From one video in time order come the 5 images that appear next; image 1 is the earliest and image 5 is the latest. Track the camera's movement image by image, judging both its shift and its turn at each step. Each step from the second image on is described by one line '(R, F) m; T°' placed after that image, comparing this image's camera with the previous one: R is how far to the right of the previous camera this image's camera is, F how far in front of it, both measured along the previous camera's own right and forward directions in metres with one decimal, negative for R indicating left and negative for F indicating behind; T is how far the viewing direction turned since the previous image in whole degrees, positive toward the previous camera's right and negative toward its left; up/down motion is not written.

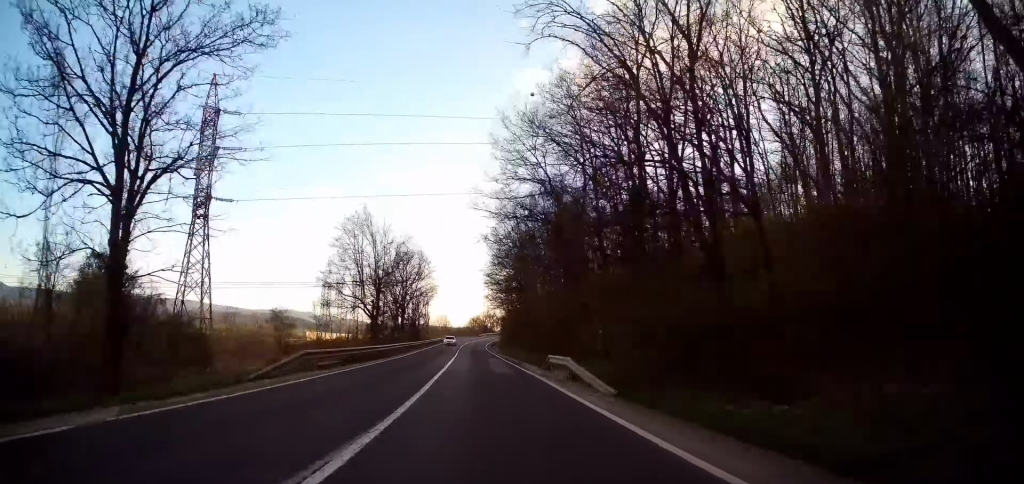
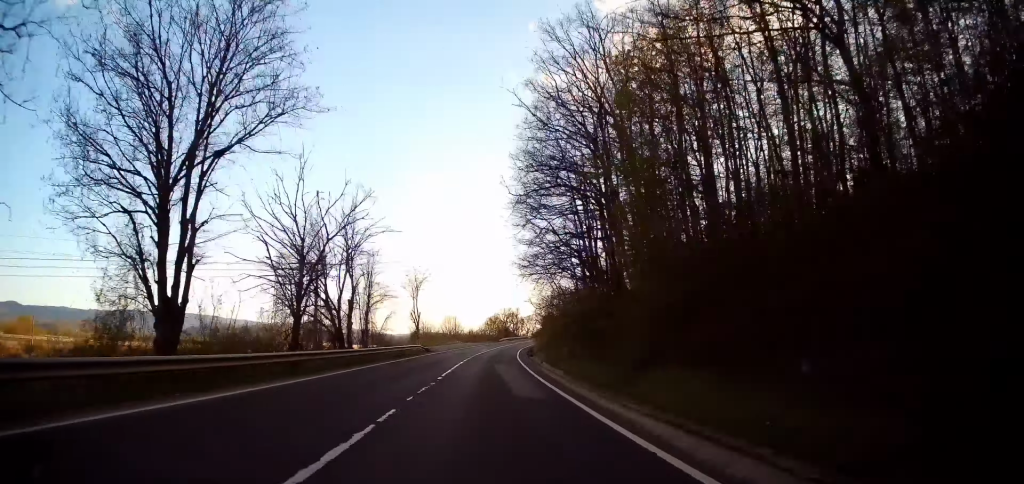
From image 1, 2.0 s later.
(-1.6, +52.9) m; -3°
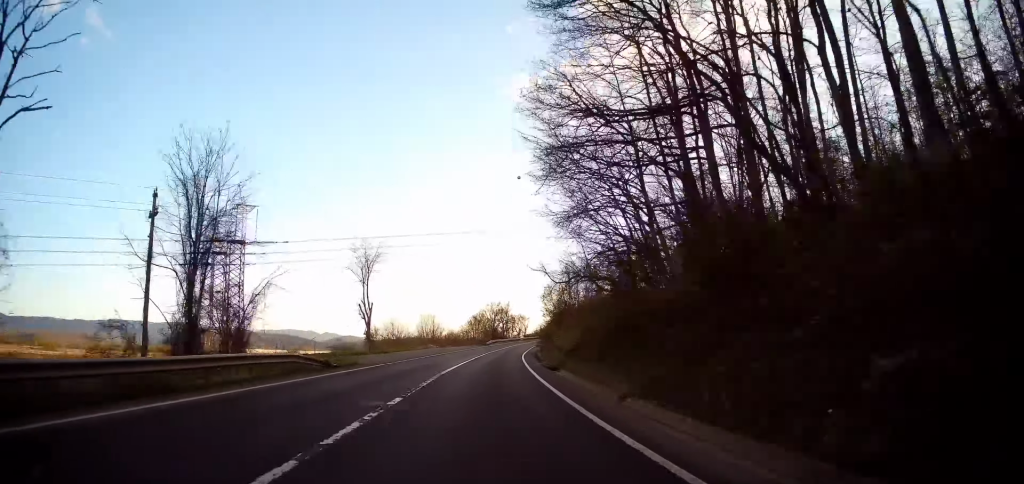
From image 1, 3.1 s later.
(-0.2, +28.0) m; 0°
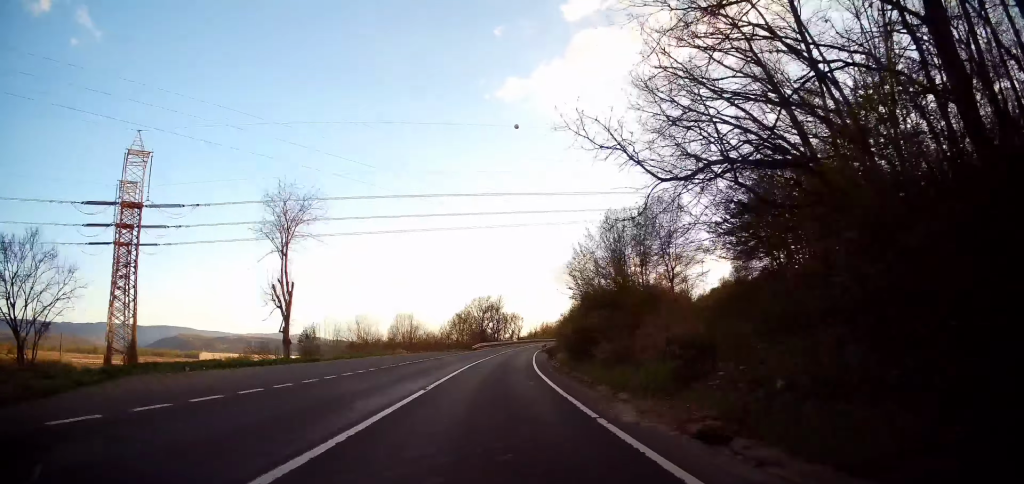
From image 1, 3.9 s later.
(0.0, +22.7) m; +1°
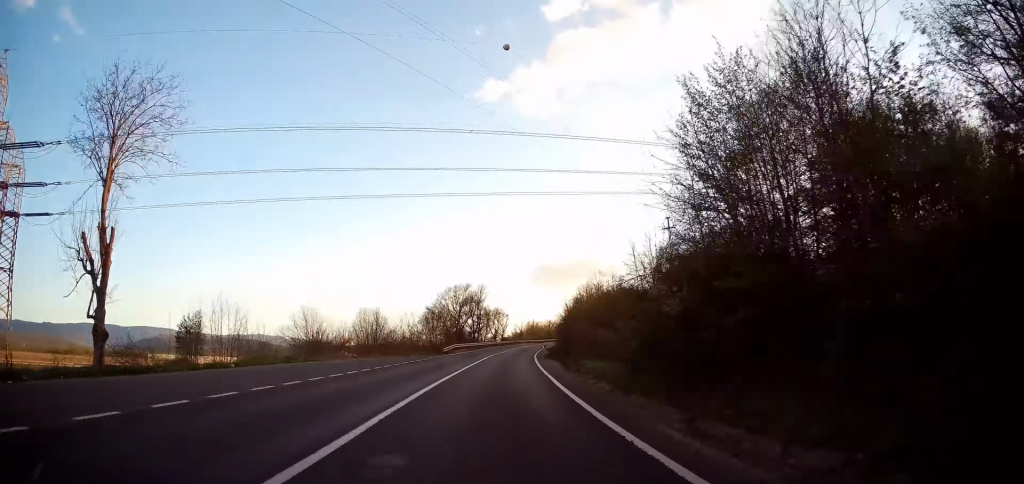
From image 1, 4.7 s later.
(+0.2, +19.1) m; +2°
